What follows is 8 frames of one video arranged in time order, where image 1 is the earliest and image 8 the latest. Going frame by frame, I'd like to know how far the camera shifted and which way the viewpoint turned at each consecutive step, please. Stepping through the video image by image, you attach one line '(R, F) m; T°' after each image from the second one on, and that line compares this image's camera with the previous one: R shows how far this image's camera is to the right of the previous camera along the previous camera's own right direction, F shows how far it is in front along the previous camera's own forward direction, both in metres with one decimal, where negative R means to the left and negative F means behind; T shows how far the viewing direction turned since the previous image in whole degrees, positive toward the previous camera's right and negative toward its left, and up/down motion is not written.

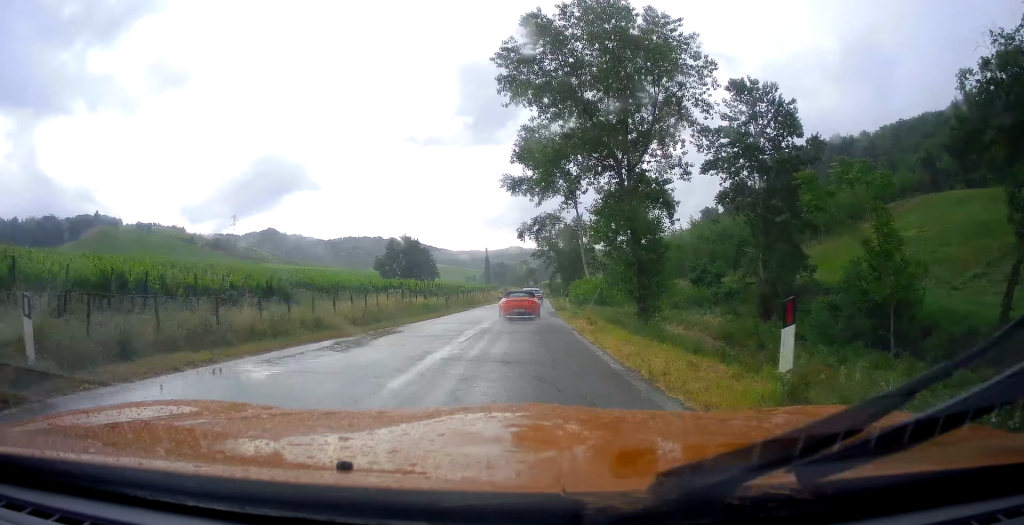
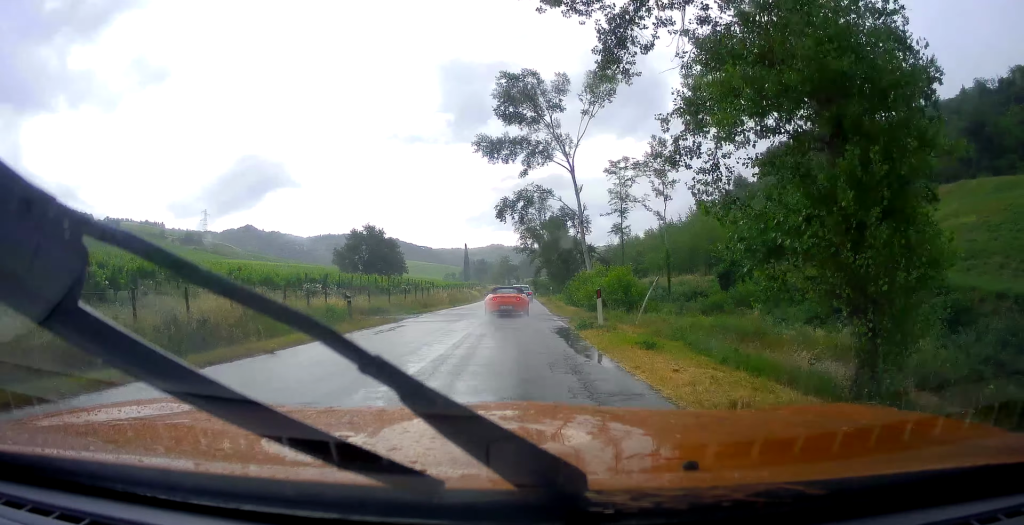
(+0.1, +17.9) m; 0°
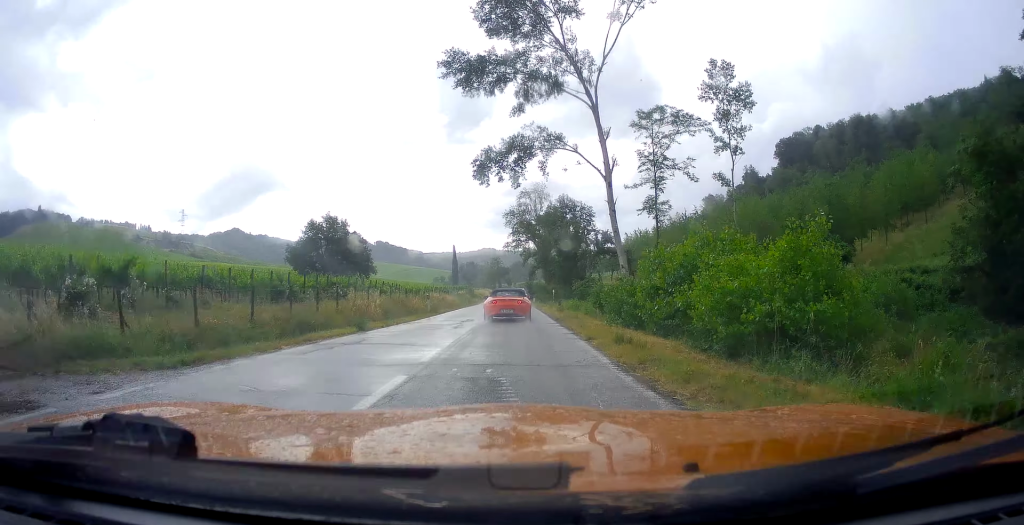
(-0.2, +21.1) m; +1°
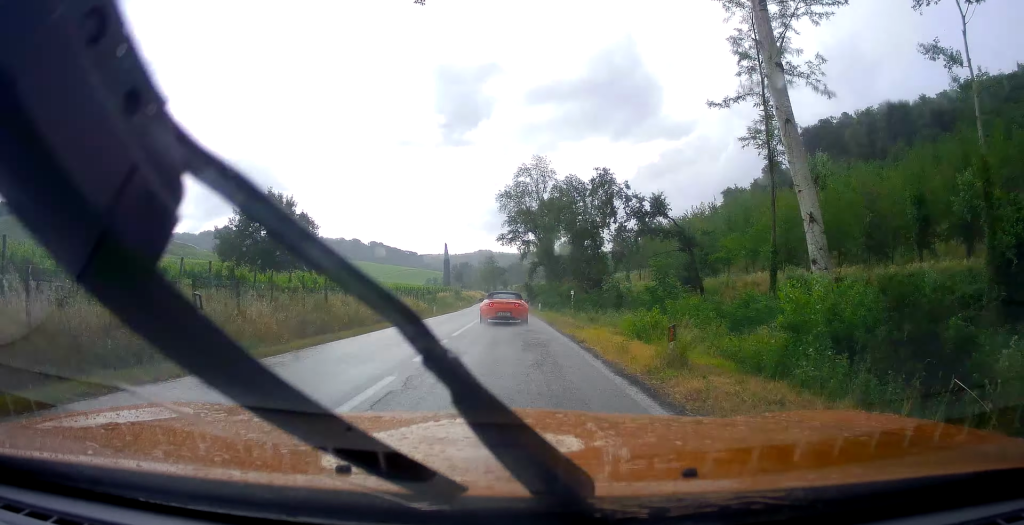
(+0.8, +23.1) m; +2°
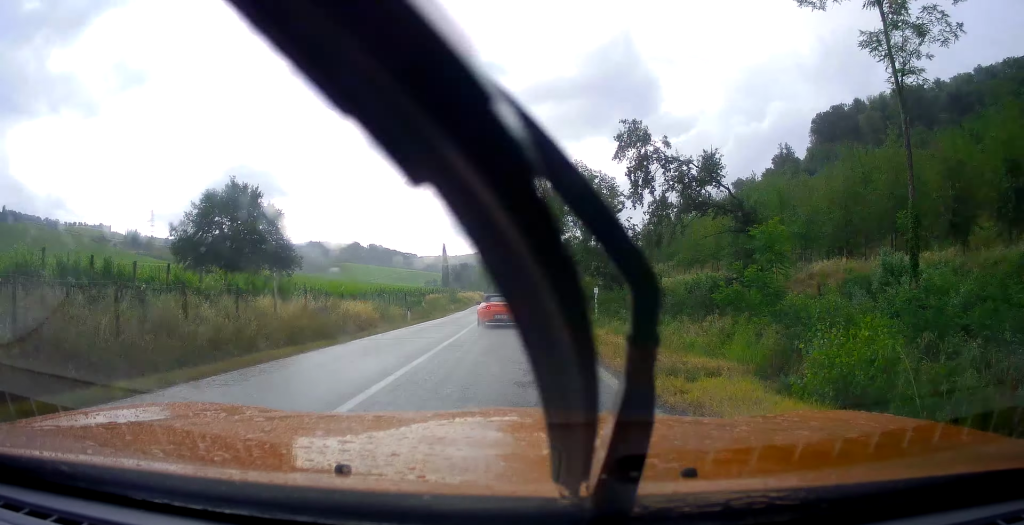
(0.0, +10.7) m; 0°
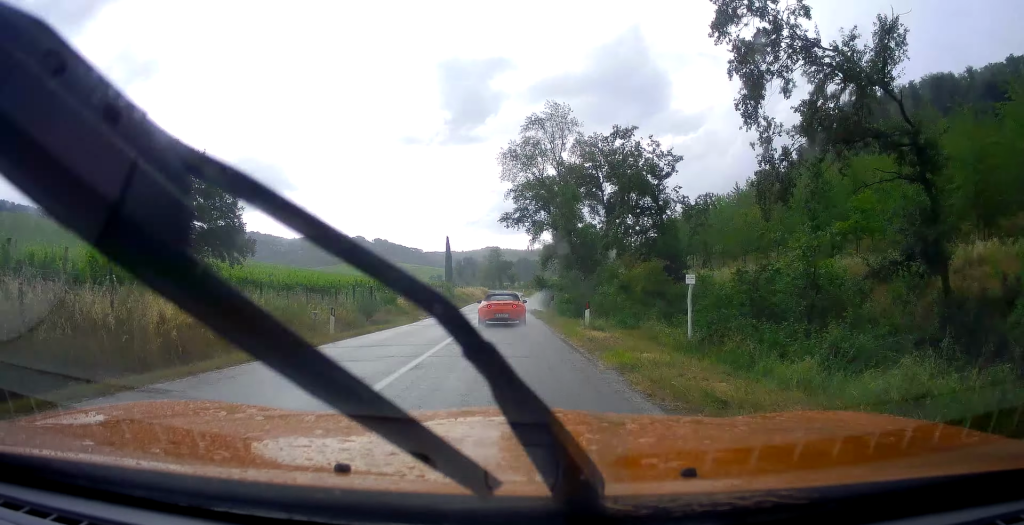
(0.0, +14.7) m; -2°
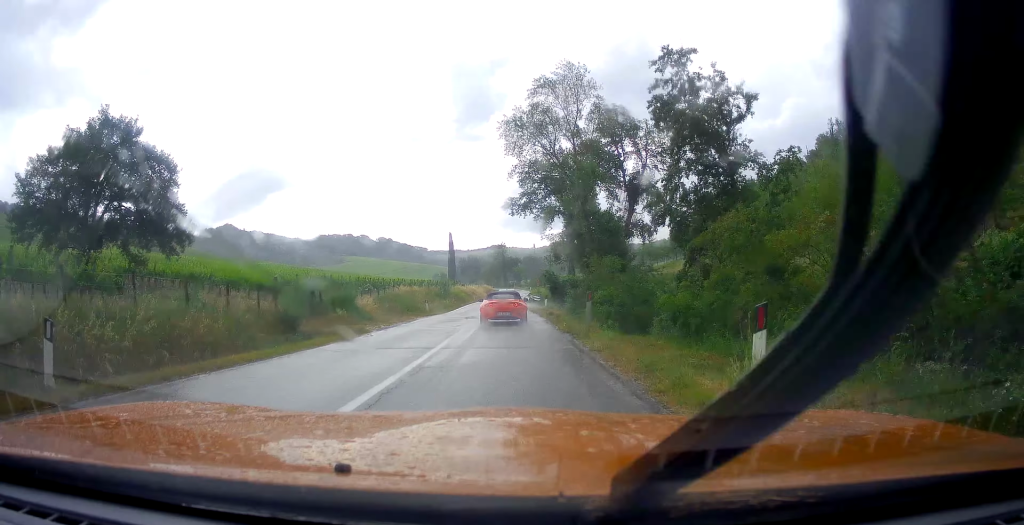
(-0.4, +11.9) m; 0°
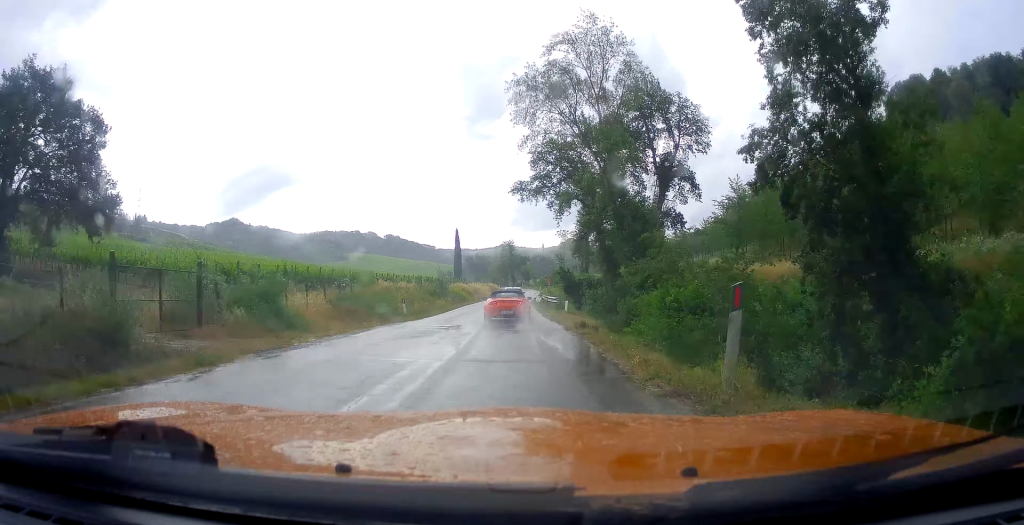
(0.0, +10.4) m; 0°
